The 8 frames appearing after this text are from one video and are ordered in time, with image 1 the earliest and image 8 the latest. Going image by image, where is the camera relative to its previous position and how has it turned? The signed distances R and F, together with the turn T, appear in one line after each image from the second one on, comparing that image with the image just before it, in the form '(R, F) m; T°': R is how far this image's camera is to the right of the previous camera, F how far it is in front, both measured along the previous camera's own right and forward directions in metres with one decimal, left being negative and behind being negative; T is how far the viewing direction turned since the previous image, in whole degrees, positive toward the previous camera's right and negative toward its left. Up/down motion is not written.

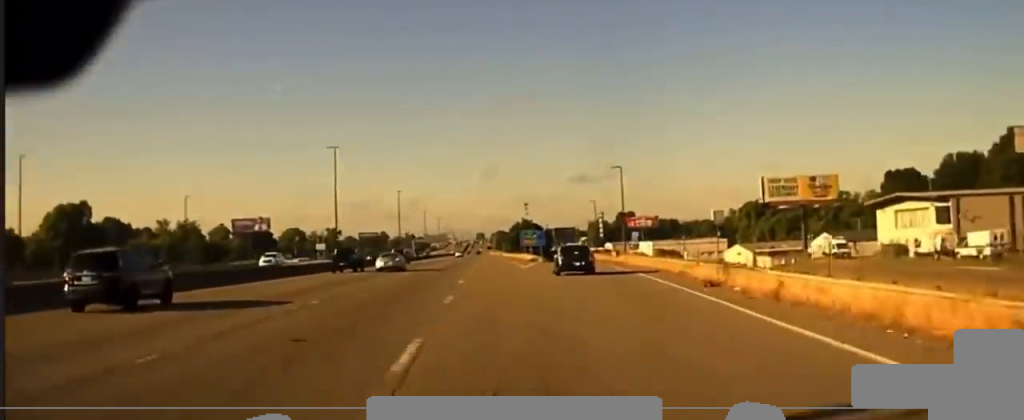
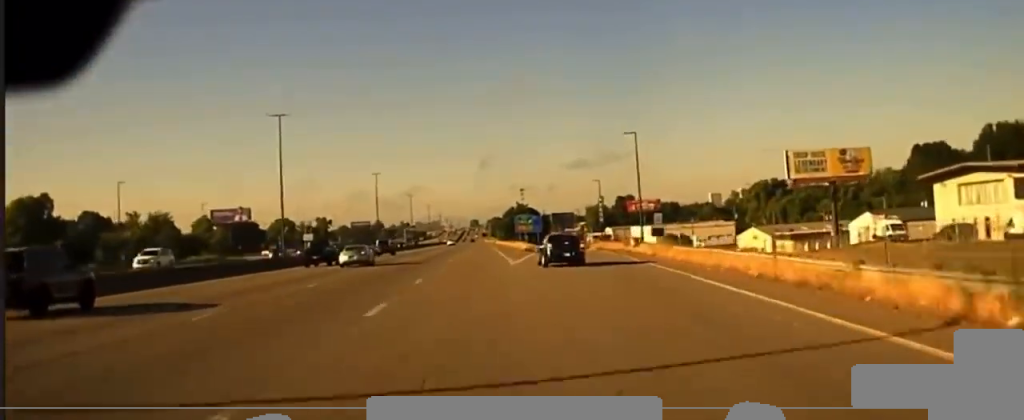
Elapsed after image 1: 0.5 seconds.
(0.0, +19.7) m; 0°
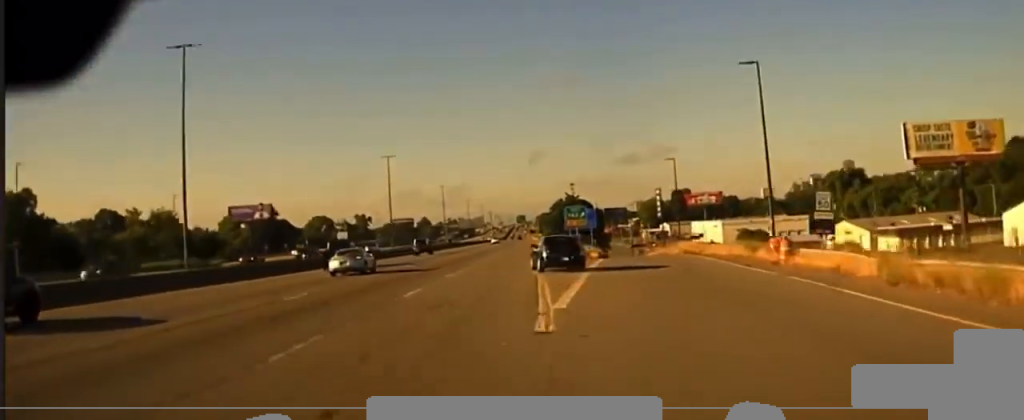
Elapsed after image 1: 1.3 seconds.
(0.0, +32.0) m; +1°
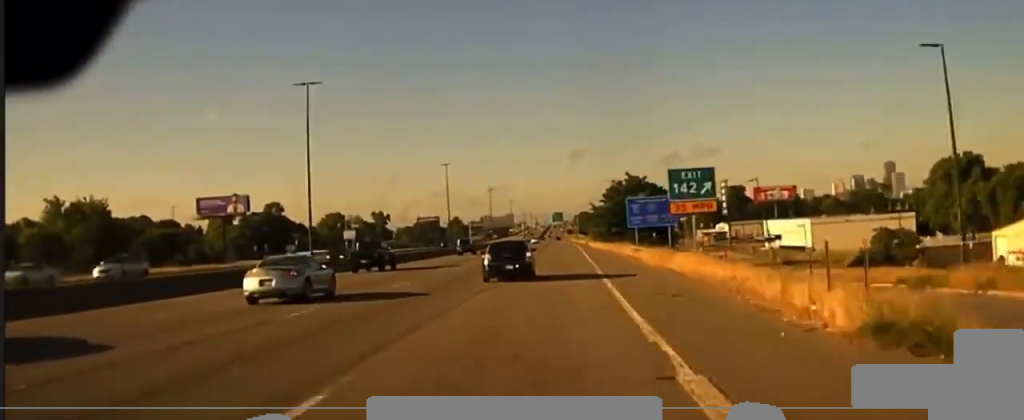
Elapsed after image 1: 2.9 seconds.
(-1.0, +55.9) m; -3°
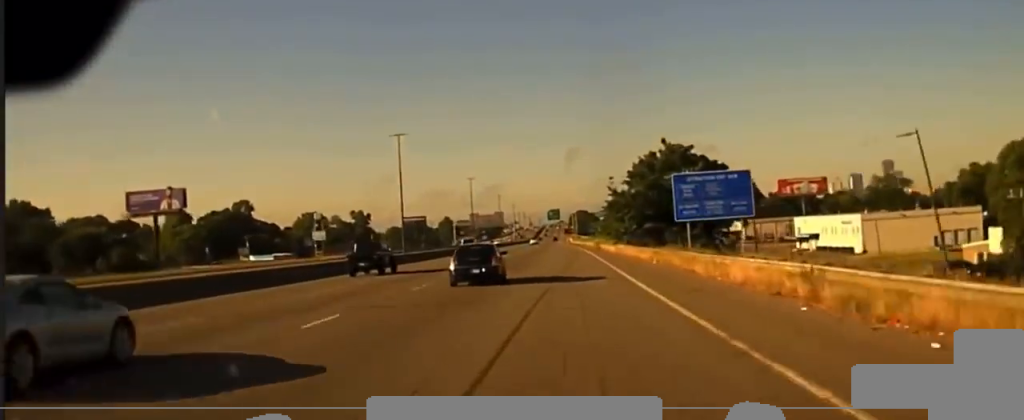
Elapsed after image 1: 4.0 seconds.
(-0.5, +37.1) m; -1°
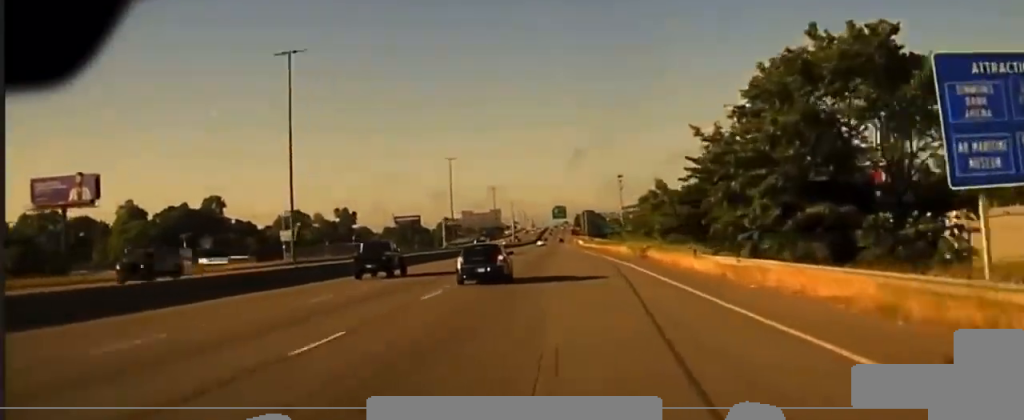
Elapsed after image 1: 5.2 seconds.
(-0.2, +38.9) m; 0°
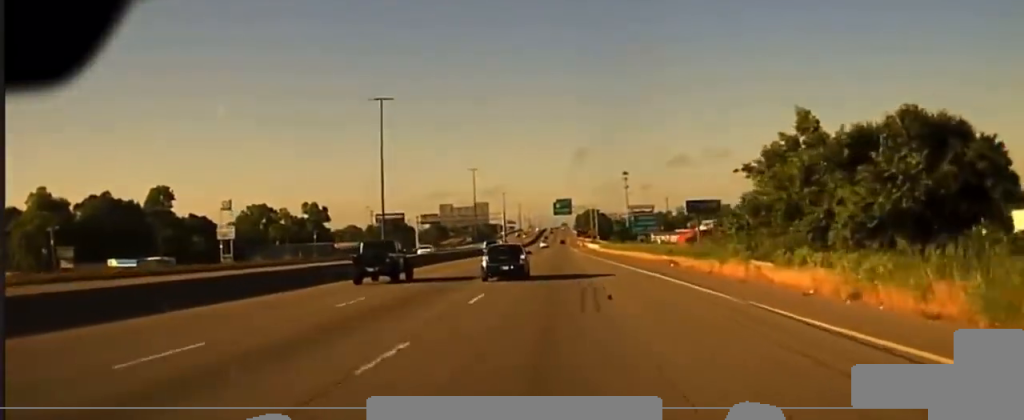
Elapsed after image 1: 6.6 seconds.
(-0.3, +47.8) m; 0°
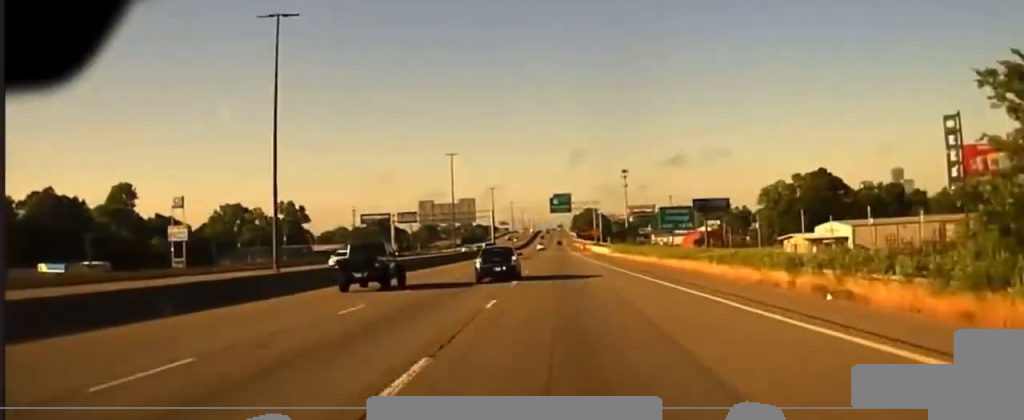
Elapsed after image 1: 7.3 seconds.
(-0.4, +24.5) m; +2°
